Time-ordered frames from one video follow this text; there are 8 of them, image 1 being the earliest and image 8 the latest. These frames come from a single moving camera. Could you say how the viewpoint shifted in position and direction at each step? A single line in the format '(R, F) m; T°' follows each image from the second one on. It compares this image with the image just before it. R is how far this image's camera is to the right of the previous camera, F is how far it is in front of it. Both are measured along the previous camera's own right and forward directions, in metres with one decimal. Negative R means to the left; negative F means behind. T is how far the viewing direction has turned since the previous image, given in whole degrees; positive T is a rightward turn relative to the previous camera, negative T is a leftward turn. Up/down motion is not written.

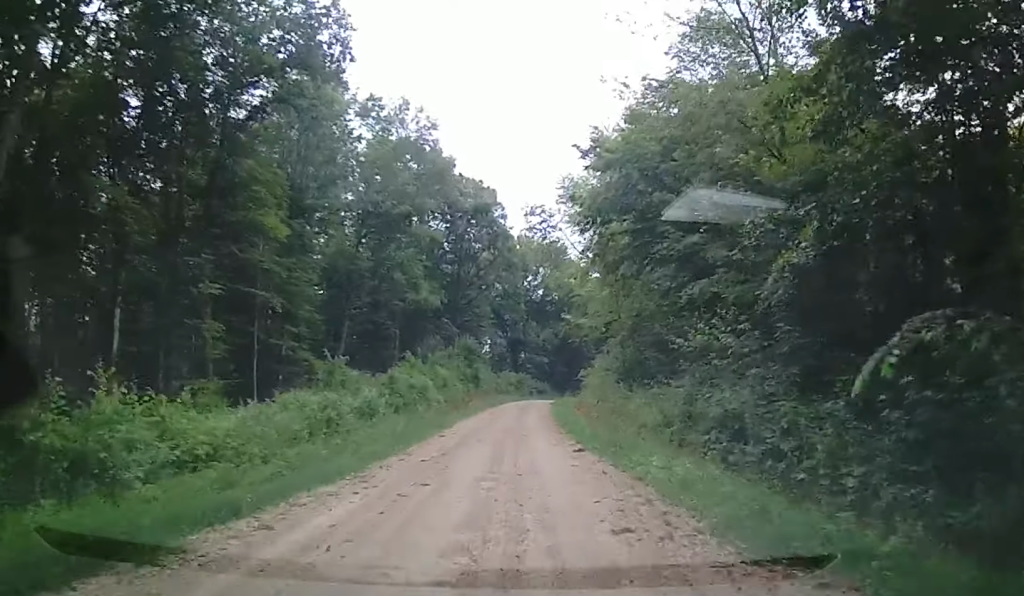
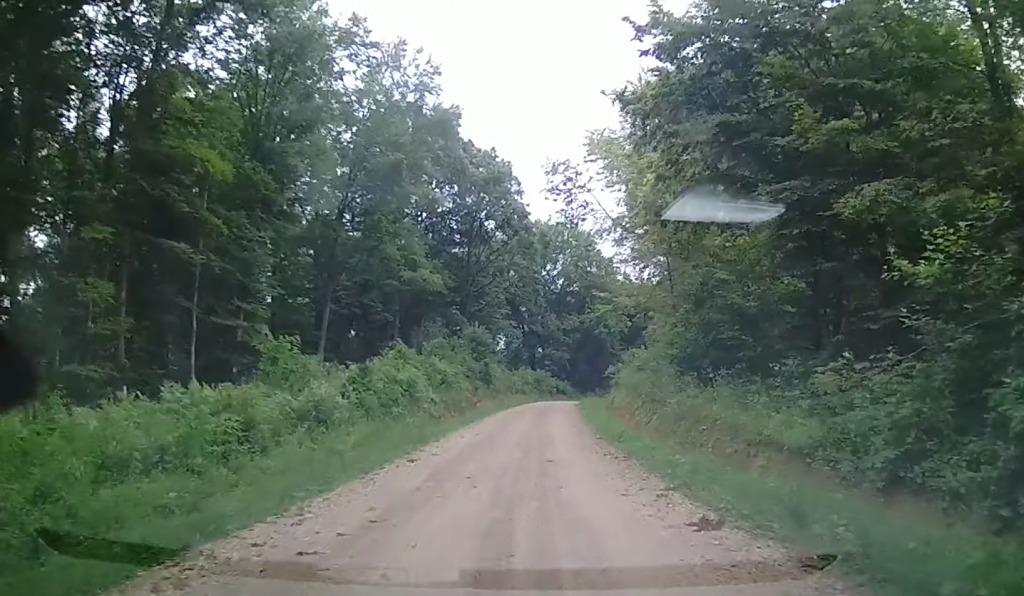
(+0.3, +9.2) m; +4°
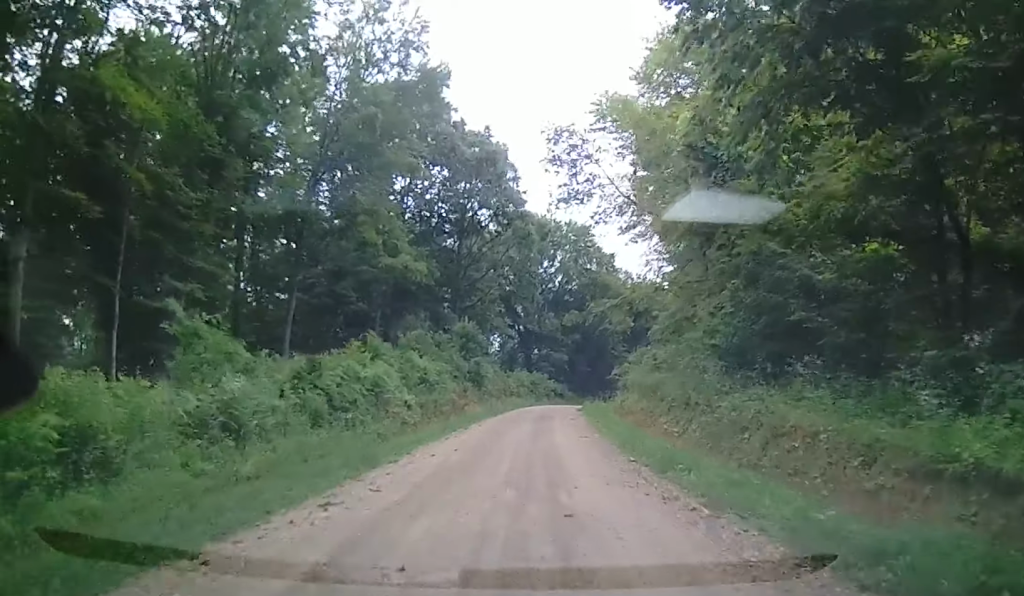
(+0.1, +5.9) m; 0°
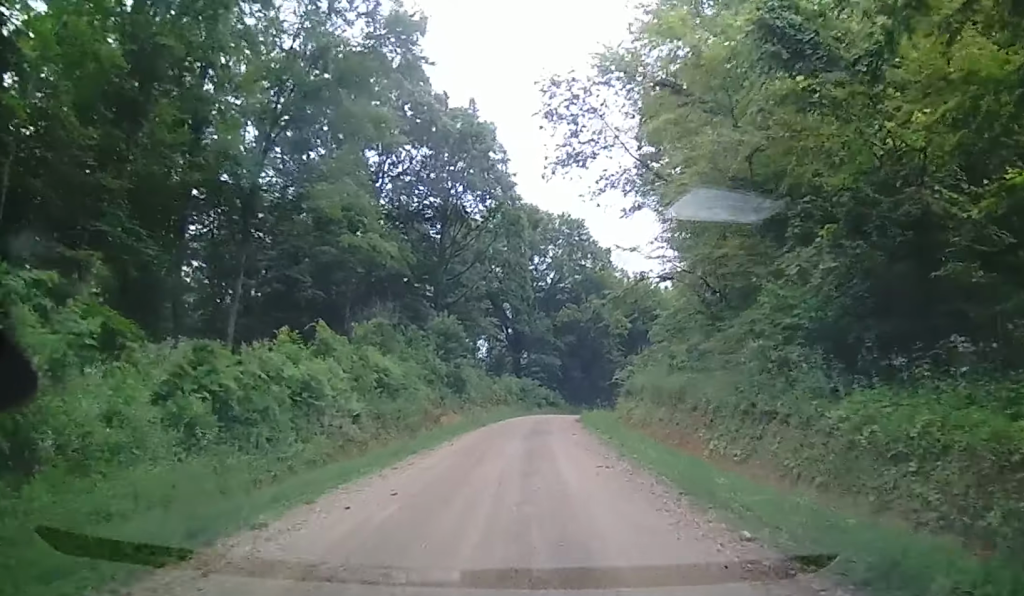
(0.0, +6.5) m; -2°
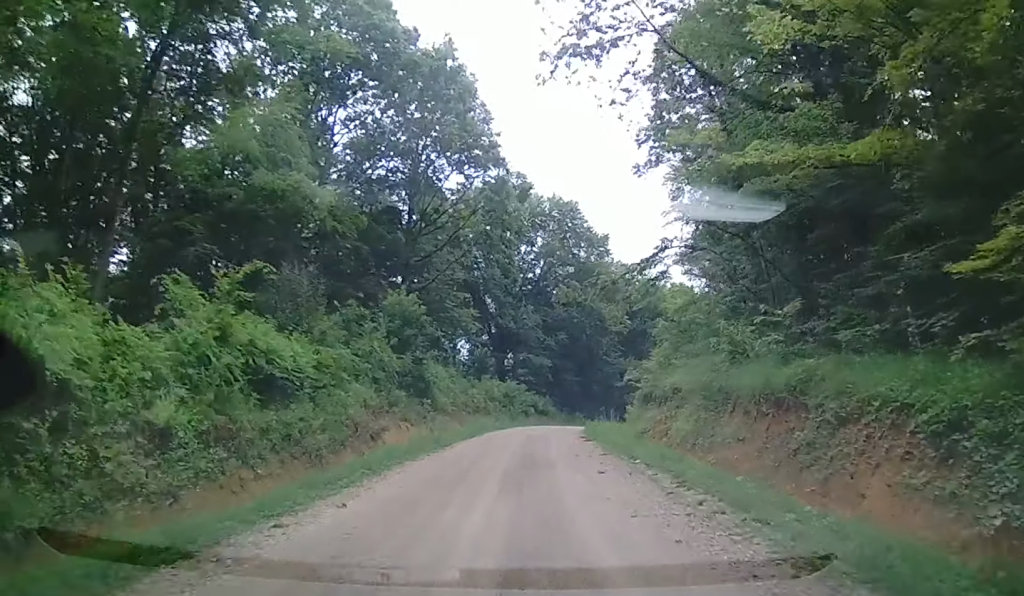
(-0.5, +10.3) m; +3°
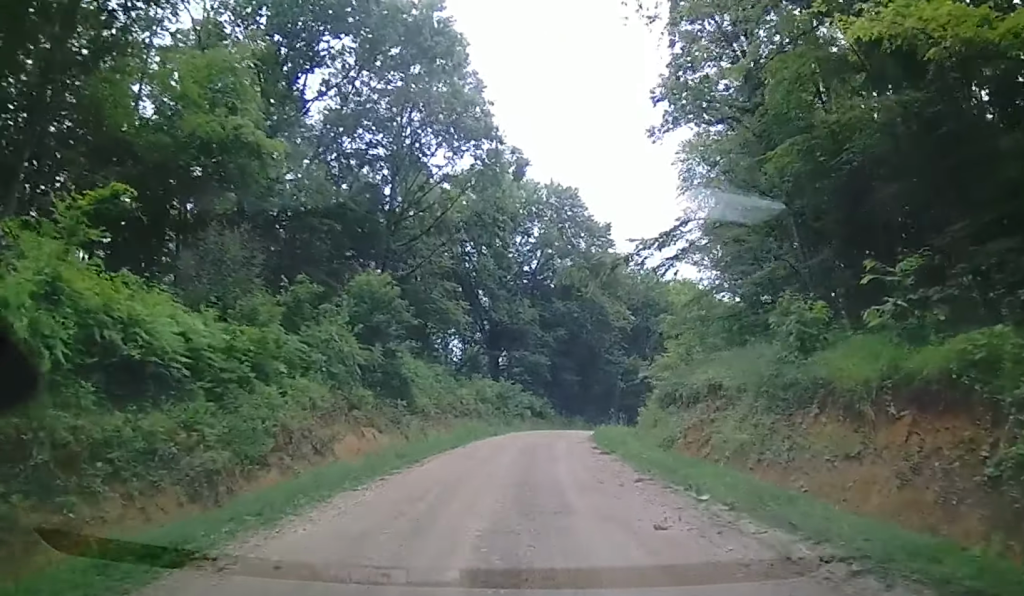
(+0.6, +5.2) m; +3°
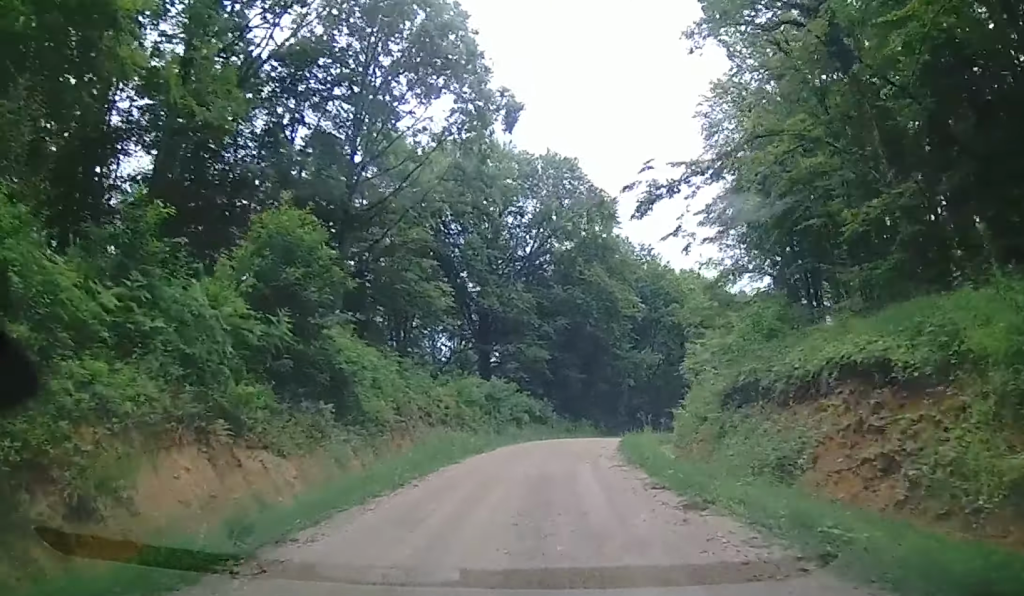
(-0.1, +8.8) m; -2°
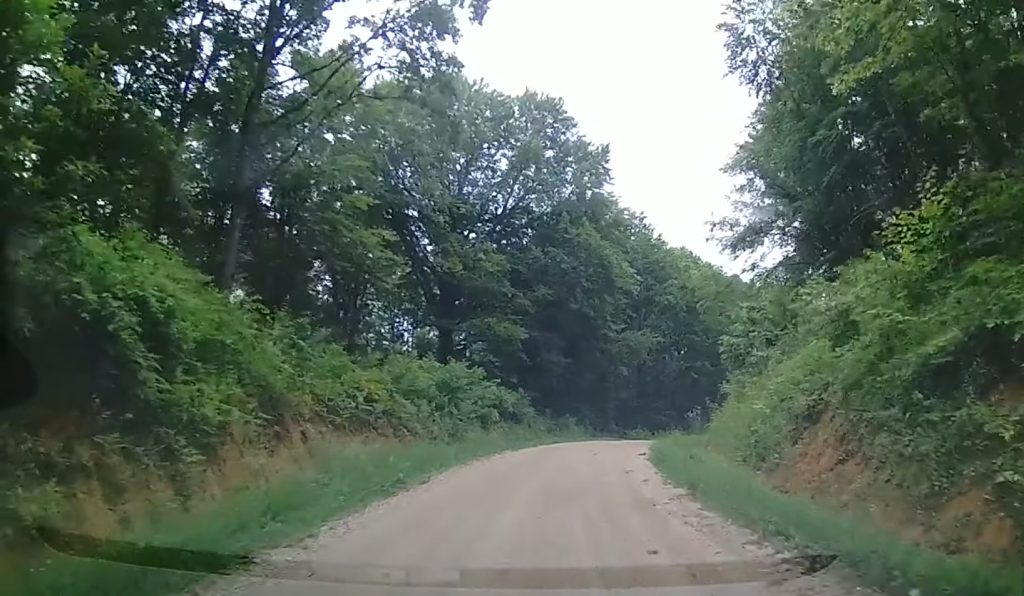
(+0.1, +10.4) m; +5°
